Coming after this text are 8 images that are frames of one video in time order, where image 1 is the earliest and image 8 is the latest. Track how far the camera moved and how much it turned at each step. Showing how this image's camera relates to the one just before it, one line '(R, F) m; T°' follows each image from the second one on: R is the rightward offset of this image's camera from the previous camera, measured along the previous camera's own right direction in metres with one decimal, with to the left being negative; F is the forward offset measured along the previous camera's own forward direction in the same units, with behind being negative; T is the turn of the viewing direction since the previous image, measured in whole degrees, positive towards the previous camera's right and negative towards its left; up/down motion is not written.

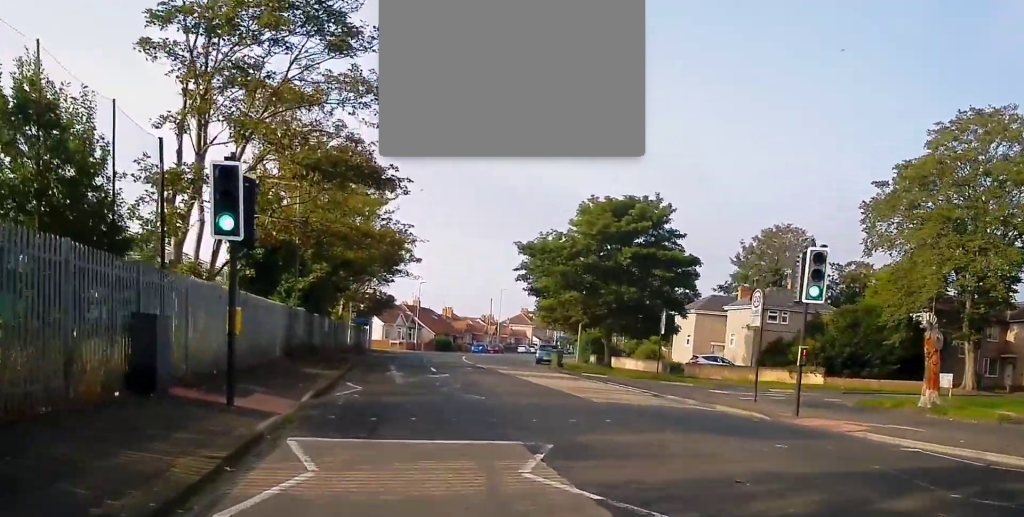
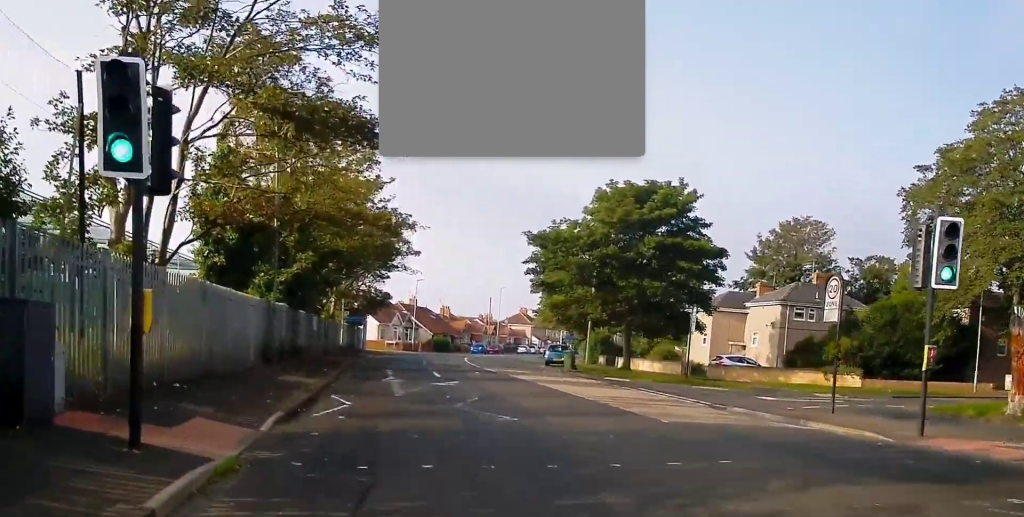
(0.0, +4.4) m; 0°
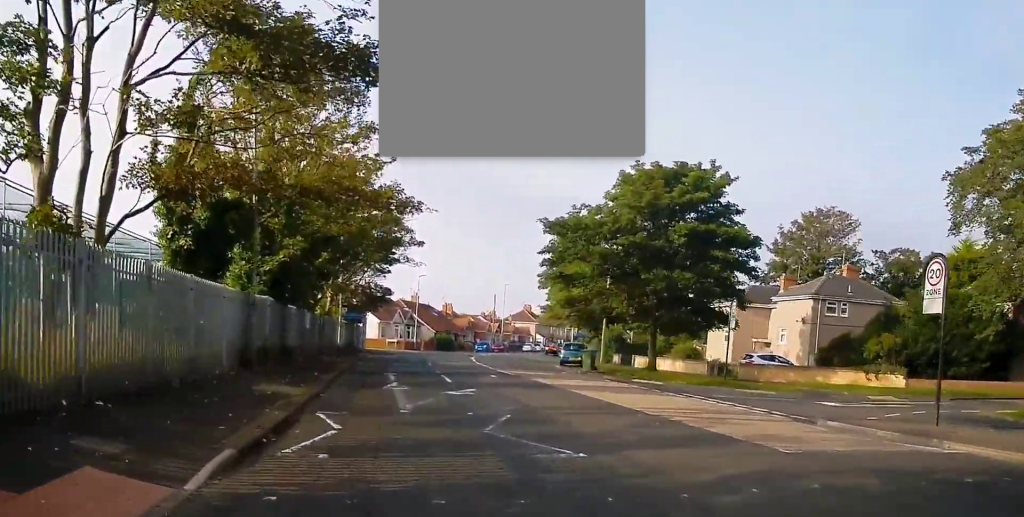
(0.0, +4.1) m; 0°
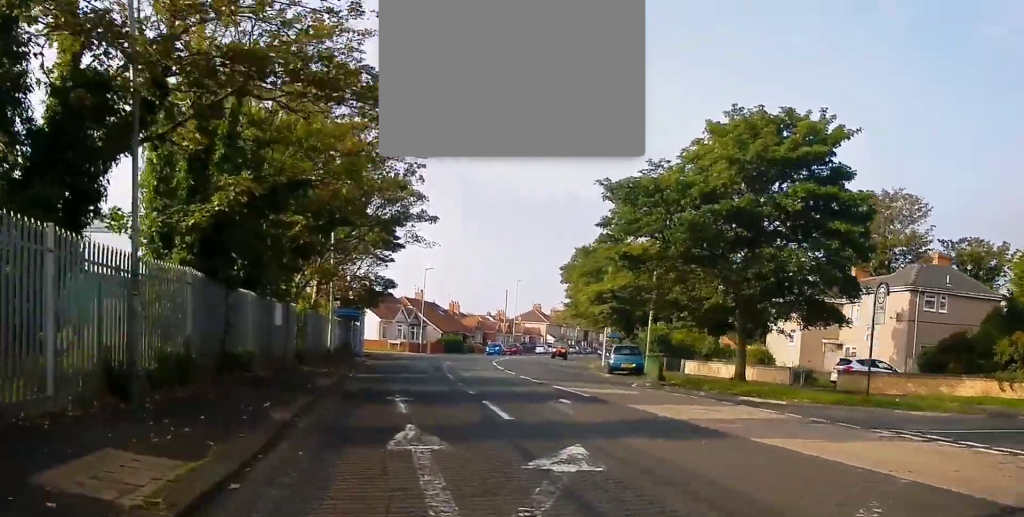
(0.0, +9.9) m; 0°
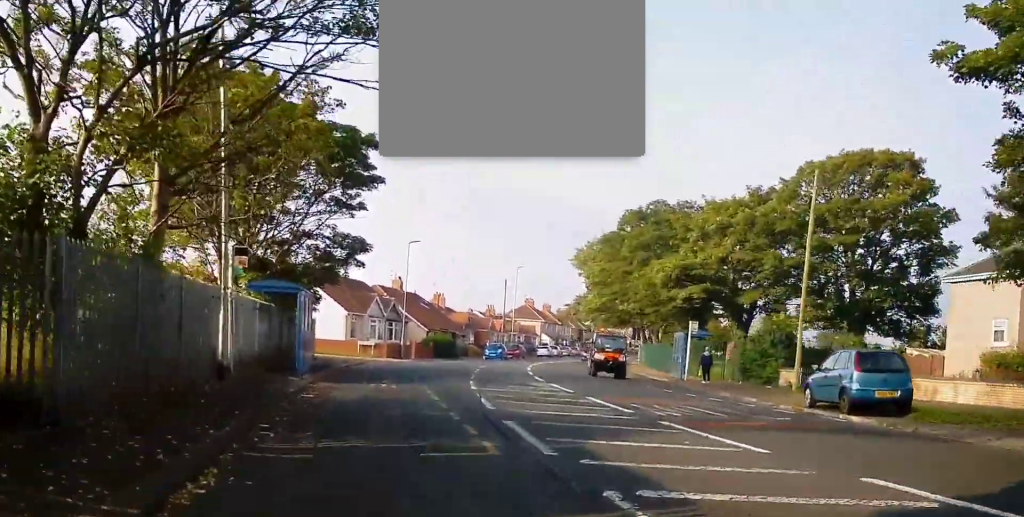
(0.0, +21.1) m; +2°
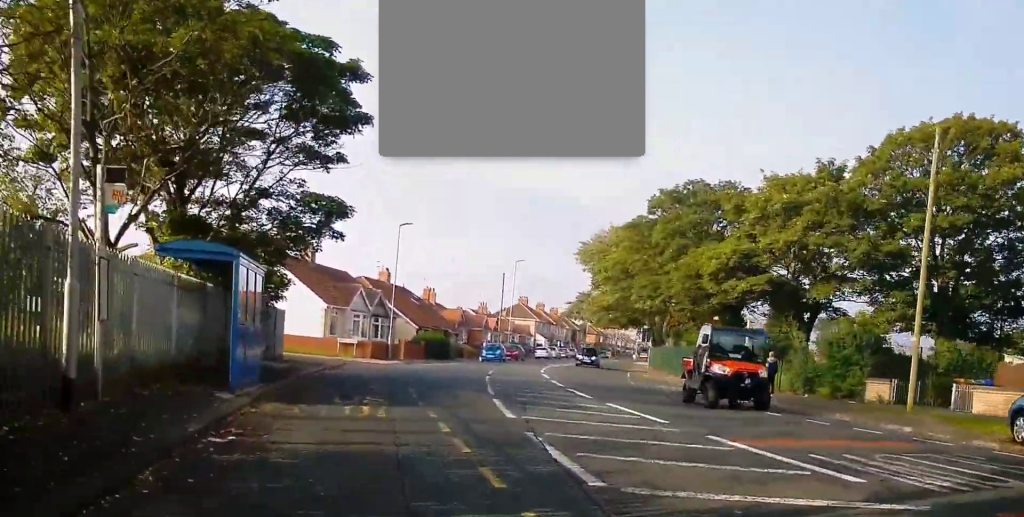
(+0.2, +7.8) m; +3°
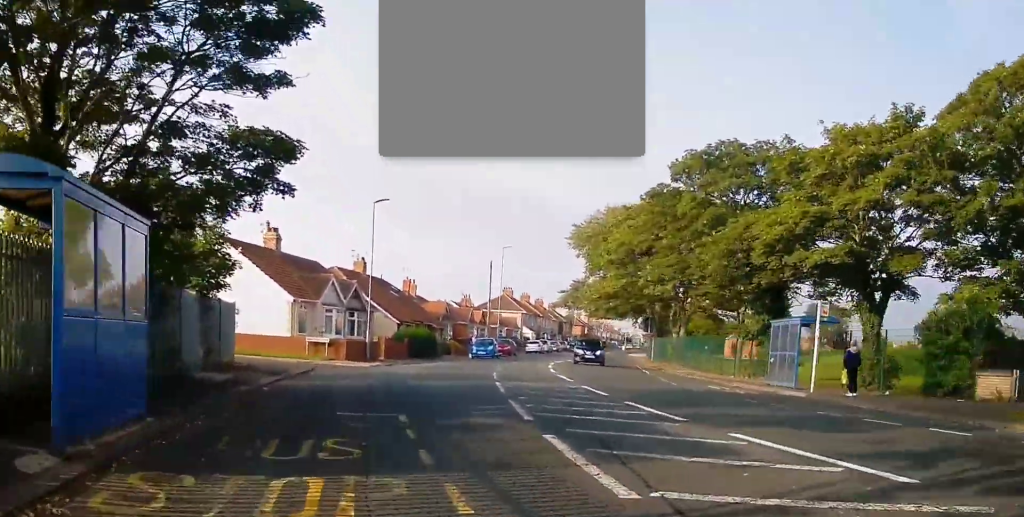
(+0.2, +6.8) m; +1°
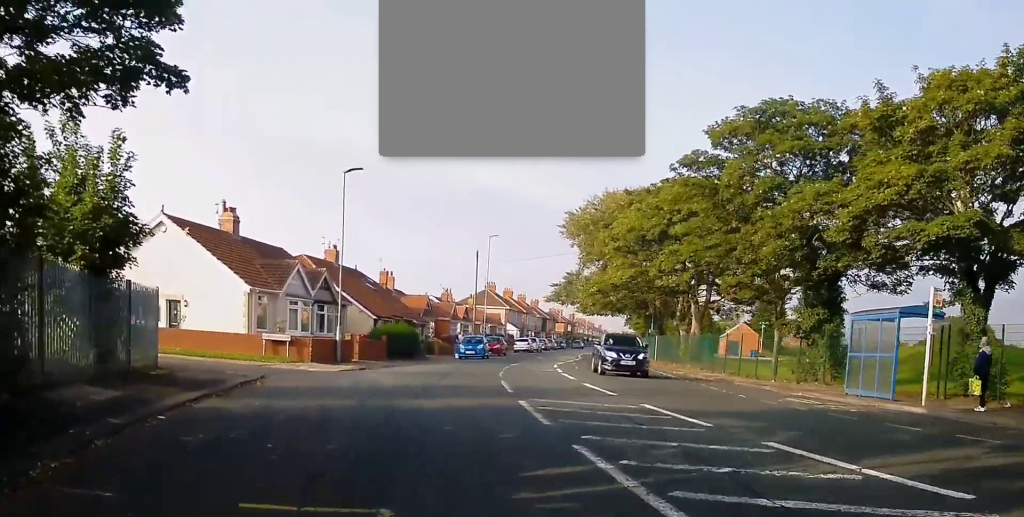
(0.0, +6.8) m; 0°
